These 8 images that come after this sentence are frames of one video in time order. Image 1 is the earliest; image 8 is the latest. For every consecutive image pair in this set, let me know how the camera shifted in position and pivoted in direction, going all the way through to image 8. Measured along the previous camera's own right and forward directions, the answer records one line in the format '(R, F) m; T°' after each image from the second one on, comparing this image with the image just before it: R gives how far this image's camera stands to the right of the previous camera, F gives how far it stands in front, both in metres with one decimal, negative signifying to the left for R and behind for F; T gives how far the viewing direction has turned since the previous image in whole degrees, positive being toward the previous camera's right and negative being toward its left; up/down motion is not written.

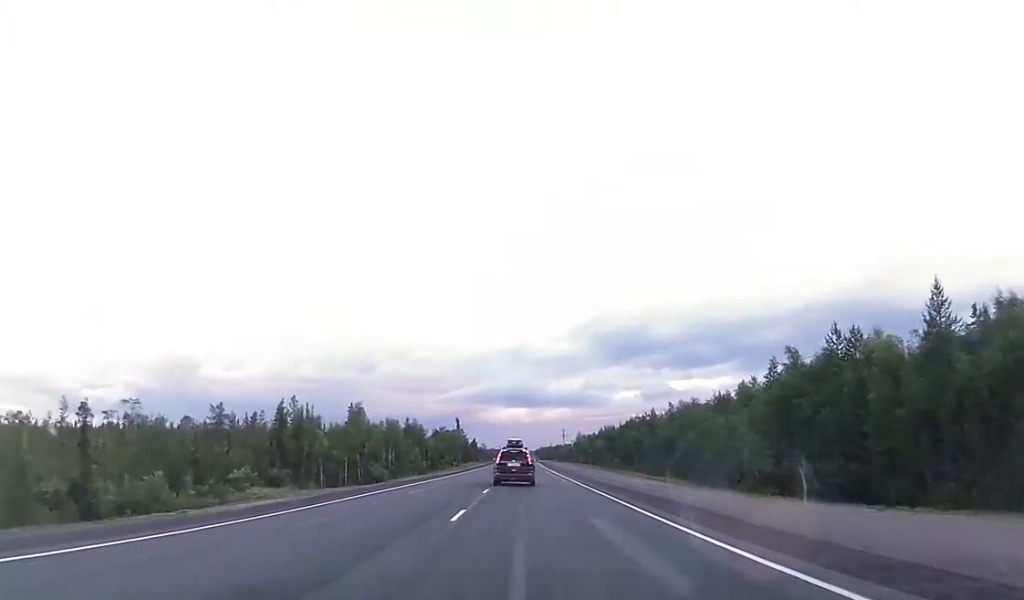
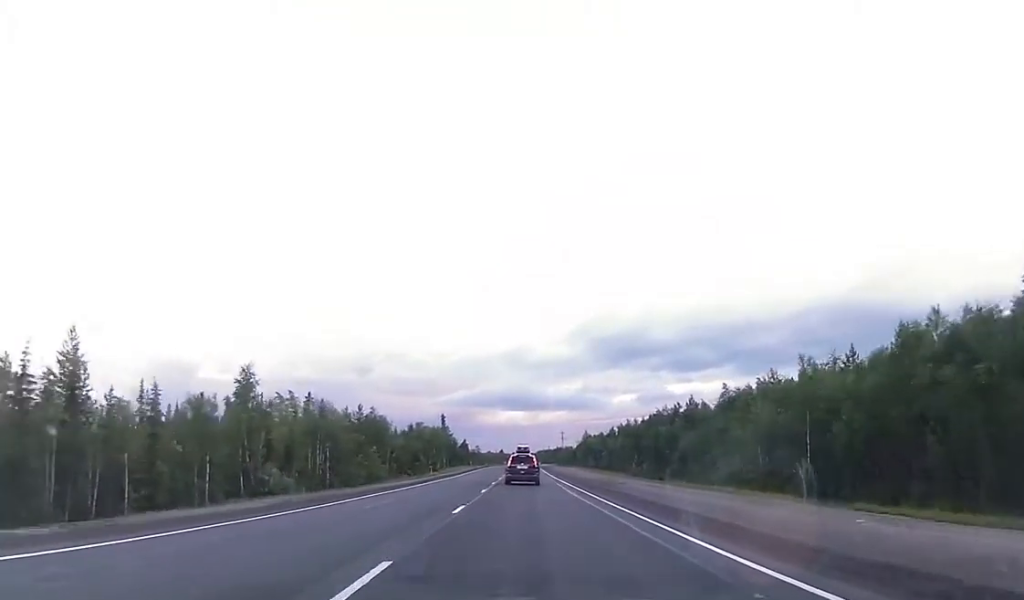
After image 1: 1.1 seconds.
(+0.4, +33.0) m; +1°
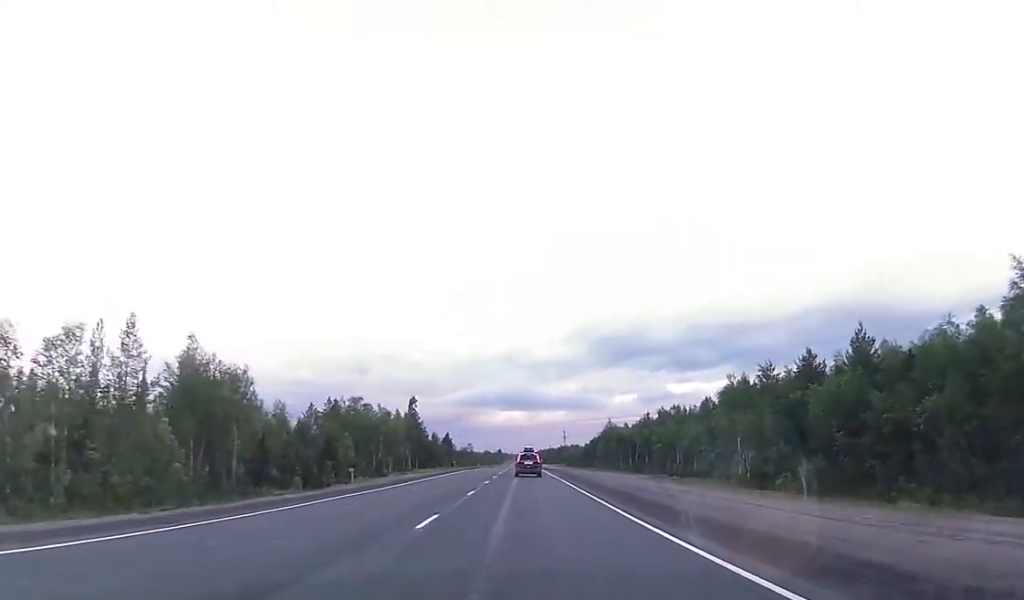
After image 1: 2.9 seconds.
(-0.2, +52.7) m; -1°
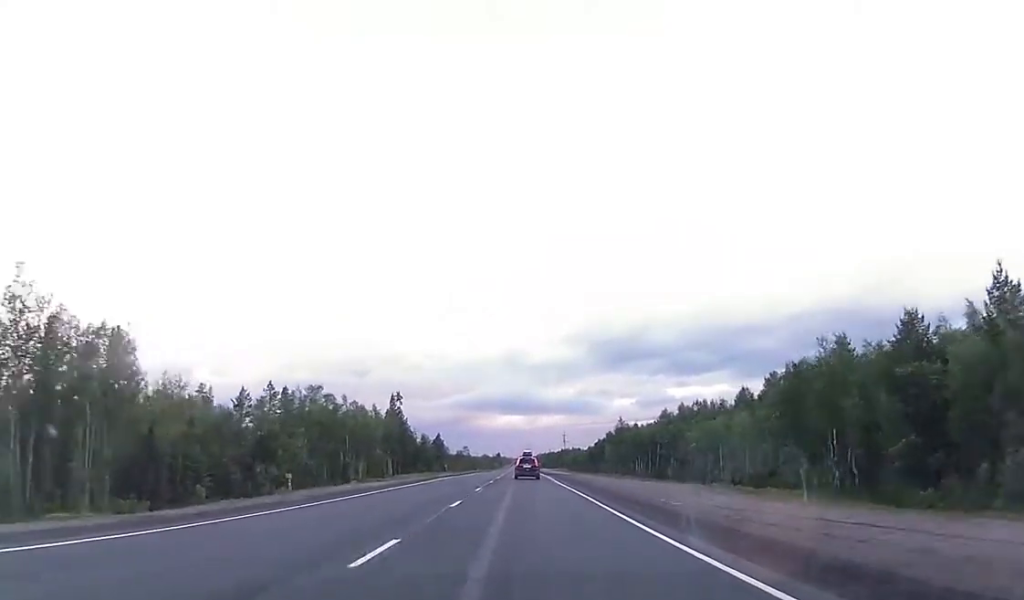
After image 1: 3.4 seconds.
(-0.2, +16.9) m; -1°
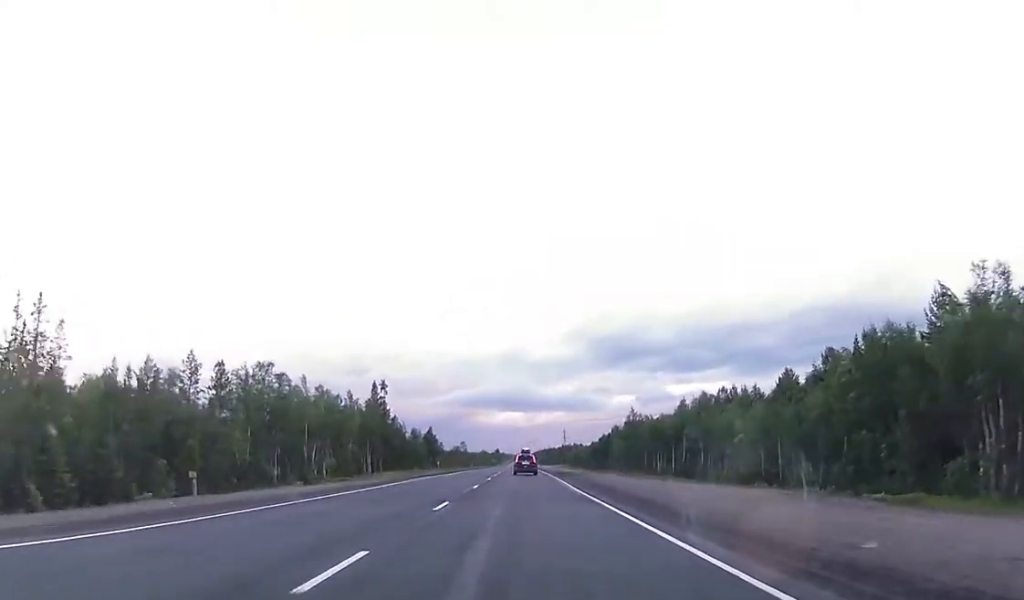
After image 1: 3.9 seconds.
(0.0, +13.9) m; 0°
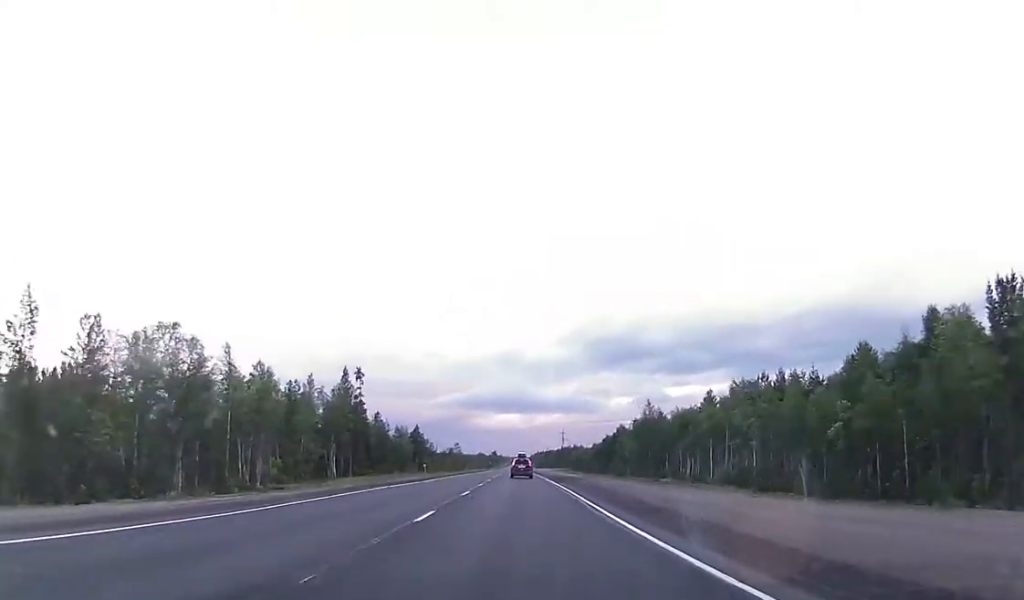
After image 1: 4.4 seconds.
(-0.1, +15.9) m; 0°
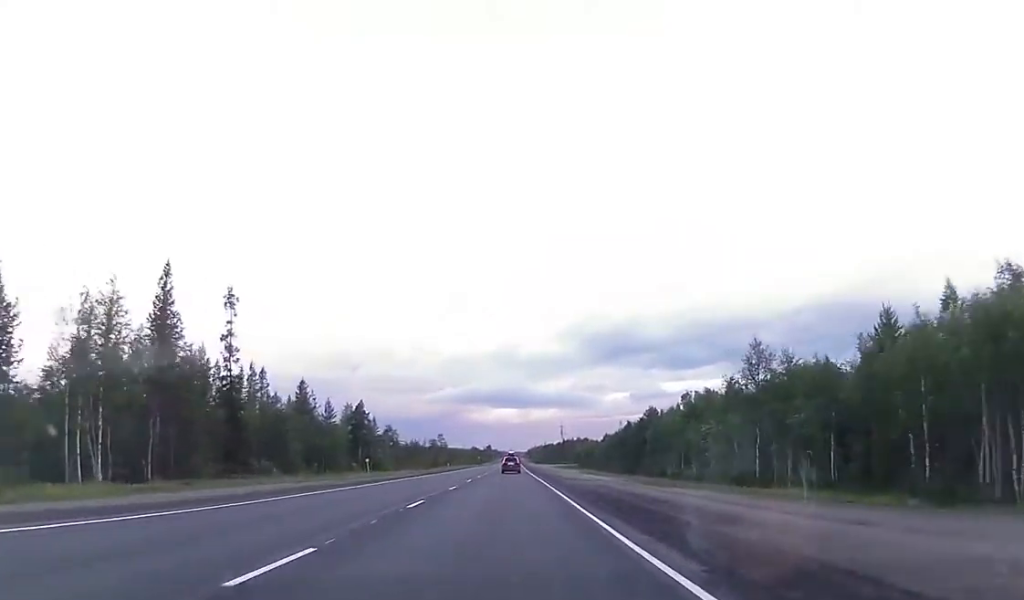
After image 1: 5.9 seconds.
(+0.6, +44.5) m; +1°
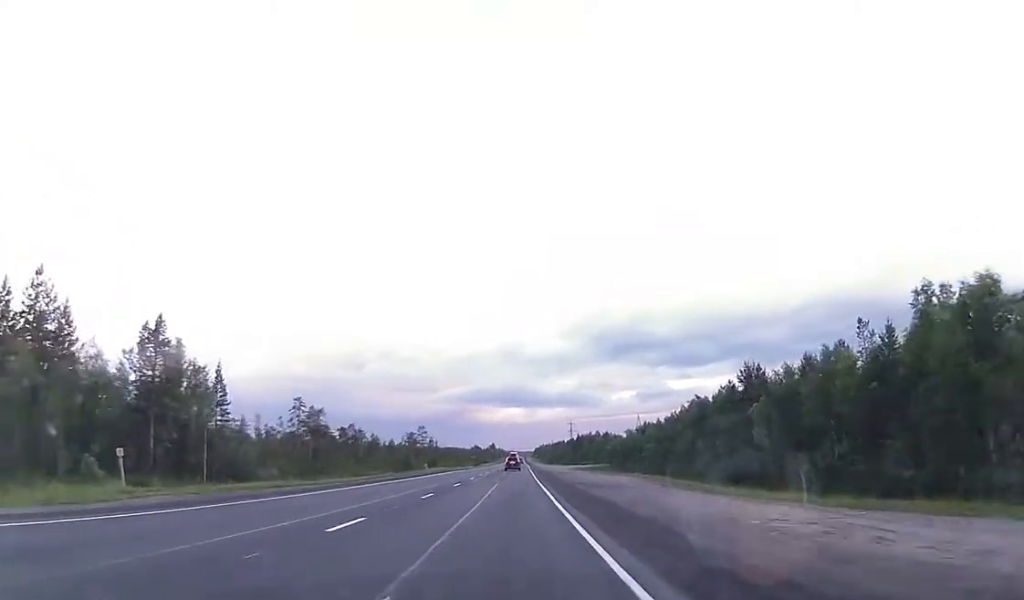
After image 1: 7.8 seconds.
(0.0, +54.1) m; 0°
